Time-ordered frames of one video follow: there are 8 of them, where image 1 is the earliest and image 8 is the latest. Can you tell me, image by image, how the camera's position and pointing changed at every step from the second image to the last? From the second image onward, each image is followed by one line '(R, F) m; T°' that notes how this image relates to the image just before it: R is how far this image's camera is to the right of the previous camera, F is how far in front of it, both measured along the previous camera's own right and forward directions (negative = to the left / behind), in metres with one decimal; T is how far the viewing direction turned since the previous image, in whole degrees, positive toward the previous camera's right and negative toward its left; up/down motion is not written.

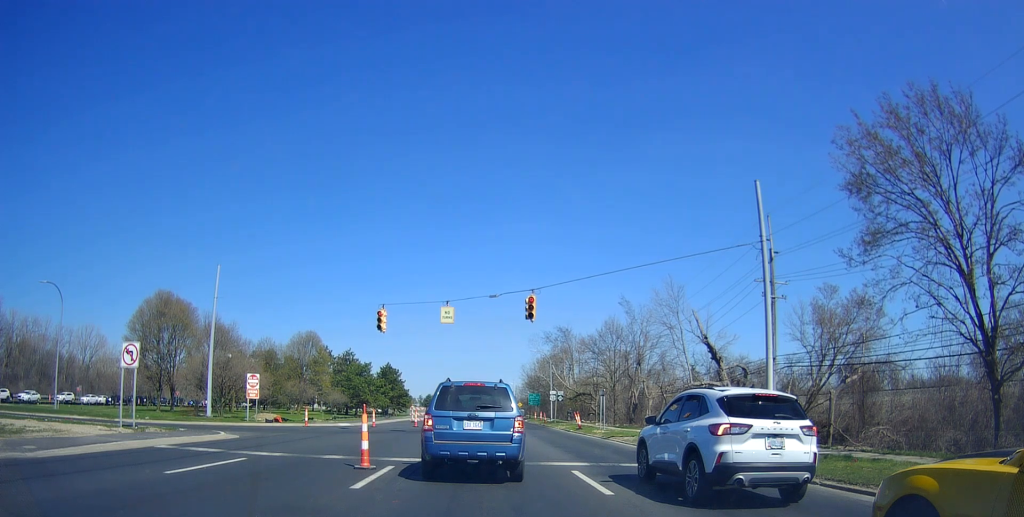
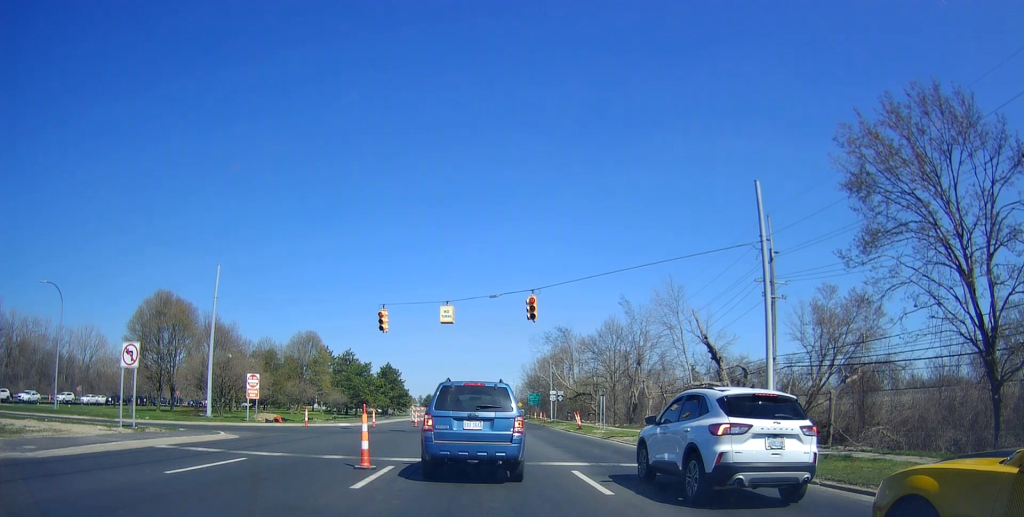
(0.0, 0.0) m; 0°
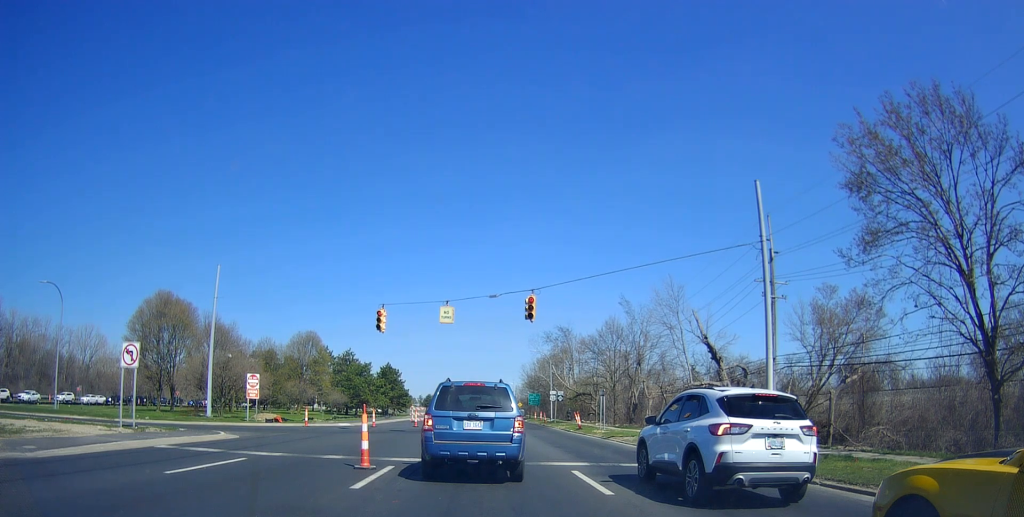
(0.0, 0.0) m; 0°
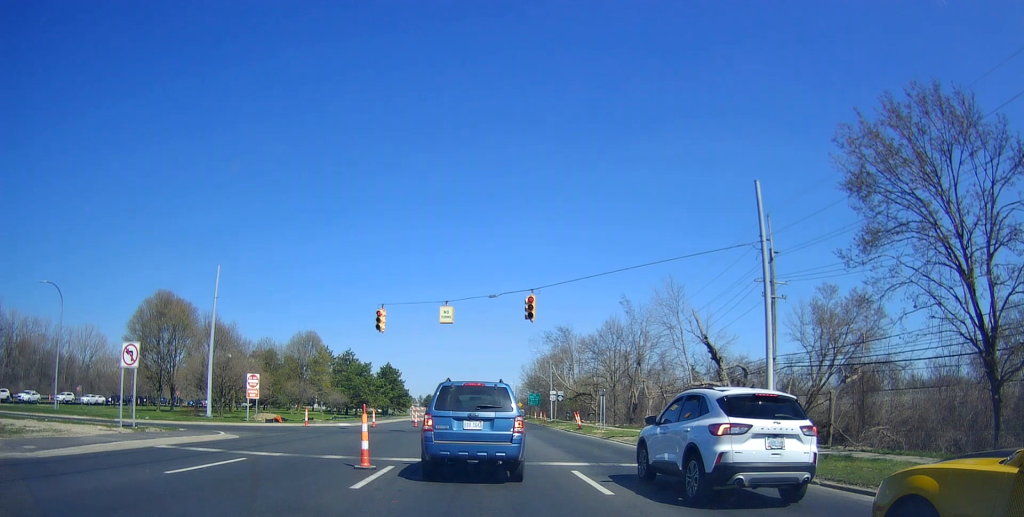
(0.0, 0.0) m; 0°
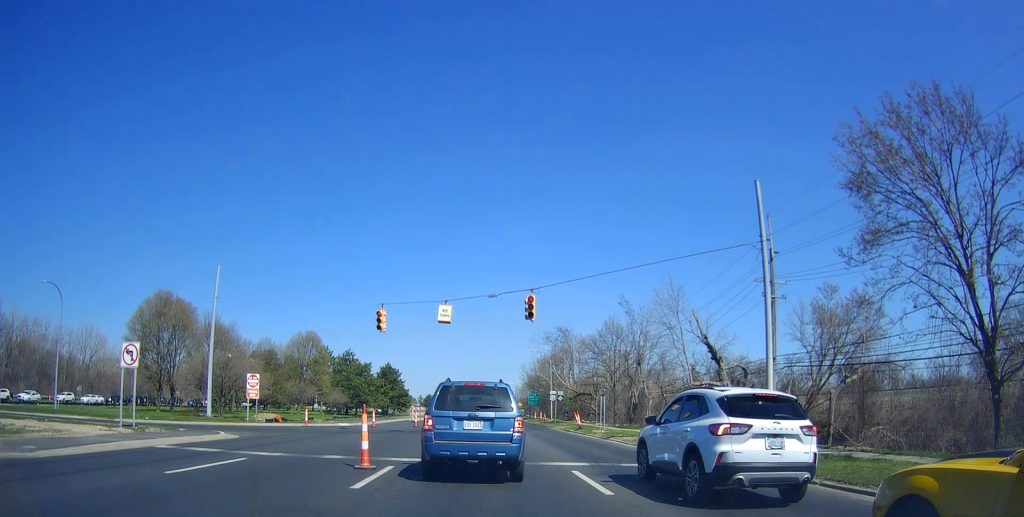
(0.0, 0.0) m; 0°
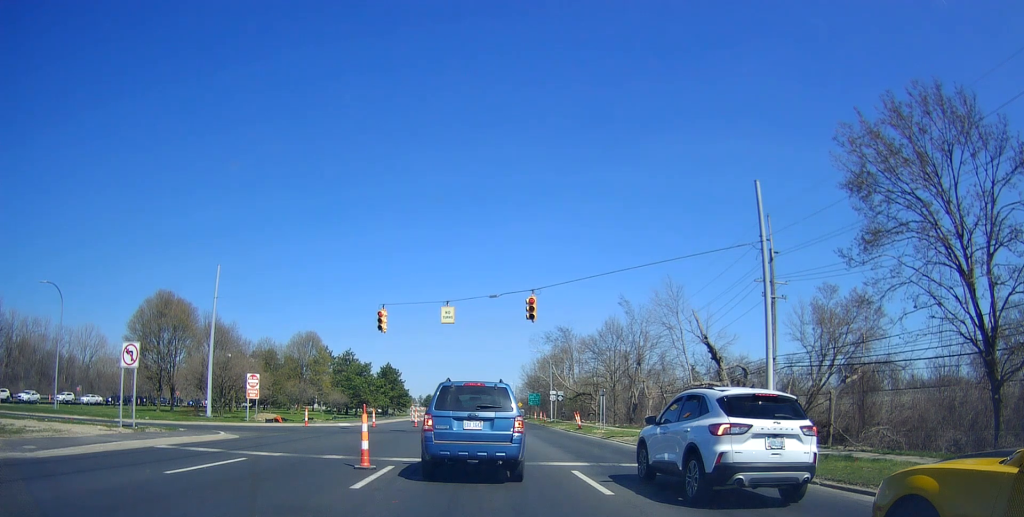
(0.0, 0.0) m; 0°
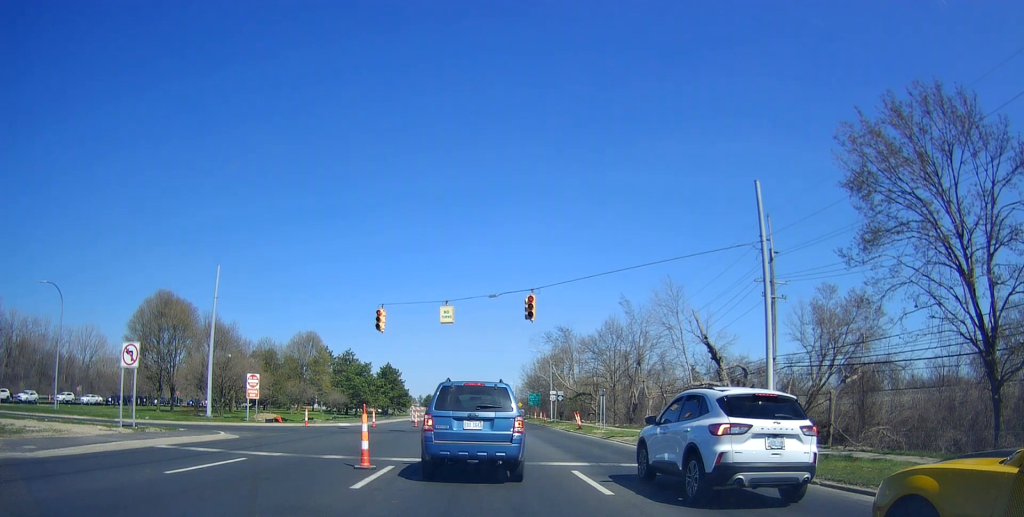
(0.0, 0.0) m; 0°
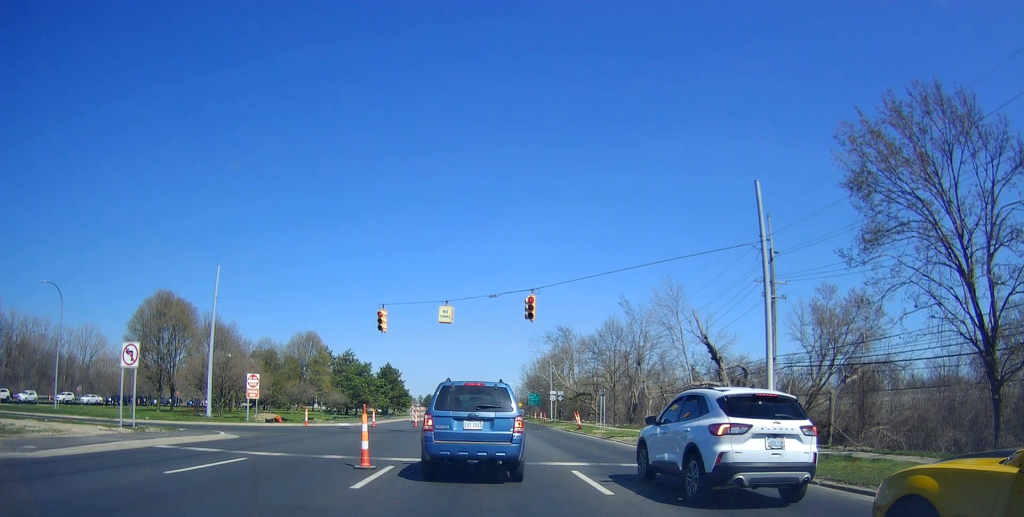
(0.0, 0.0) m; 0°
